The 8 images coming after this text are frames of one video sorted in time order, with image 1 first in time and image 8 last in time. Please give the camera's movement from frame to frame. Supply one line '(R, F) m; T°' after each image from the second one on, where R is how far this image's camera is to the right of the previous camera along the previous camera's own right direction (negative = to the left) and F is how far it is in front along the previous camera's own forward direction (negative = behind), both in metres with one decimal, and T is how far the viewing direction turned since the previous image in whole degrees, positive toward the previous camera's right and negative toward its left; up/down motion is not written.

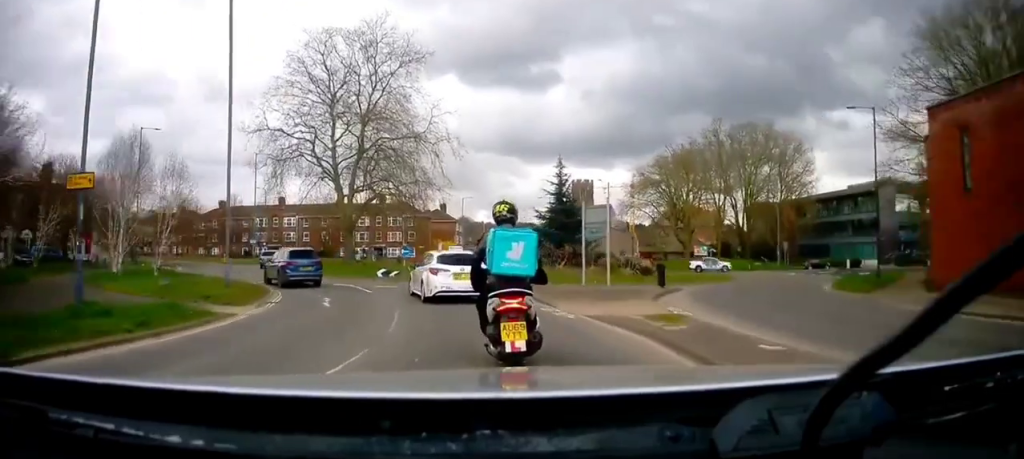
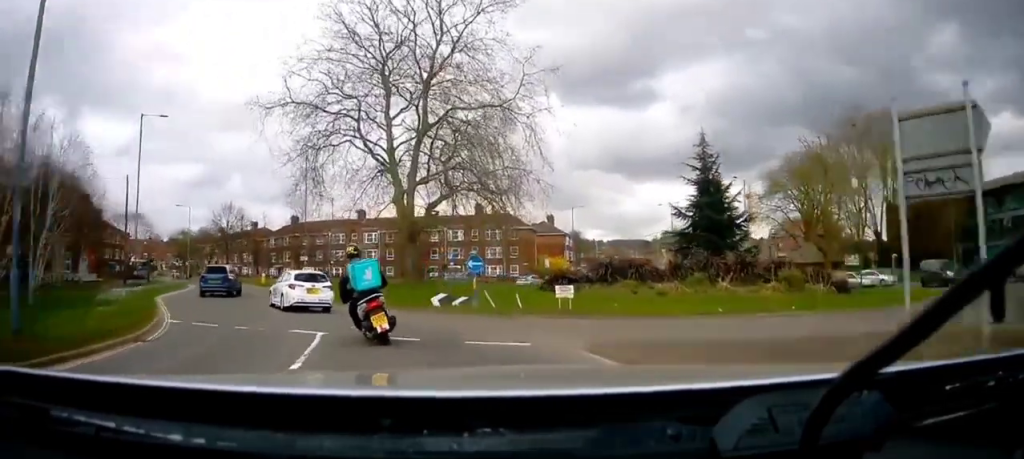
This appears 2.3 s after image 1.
(+5.4, +15.4) m; +1°
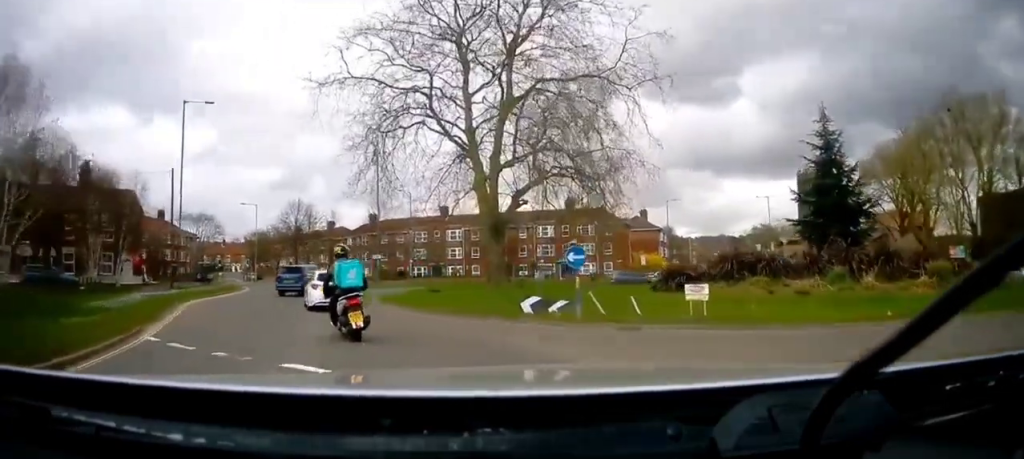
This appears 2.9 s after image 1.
(-1.2, +3.4) m; -26°
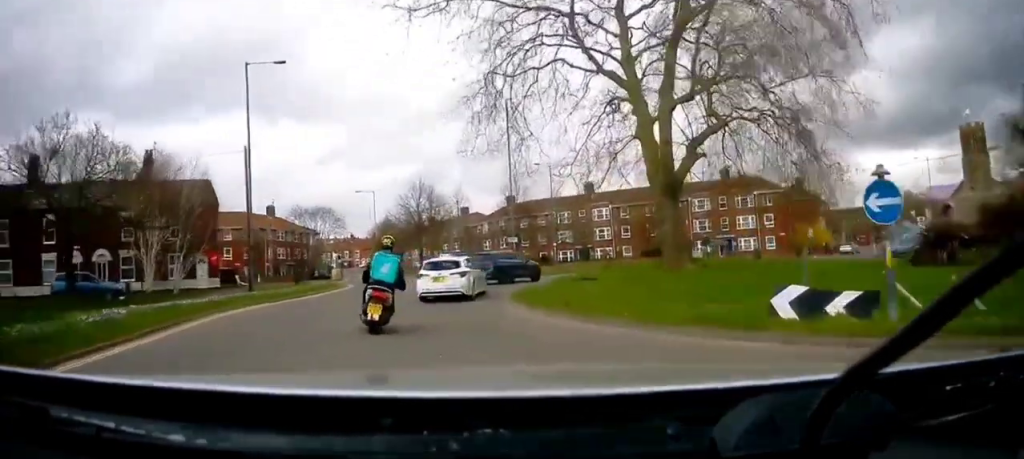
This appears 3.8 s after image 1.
(-4.5, +8.6) m; -28°
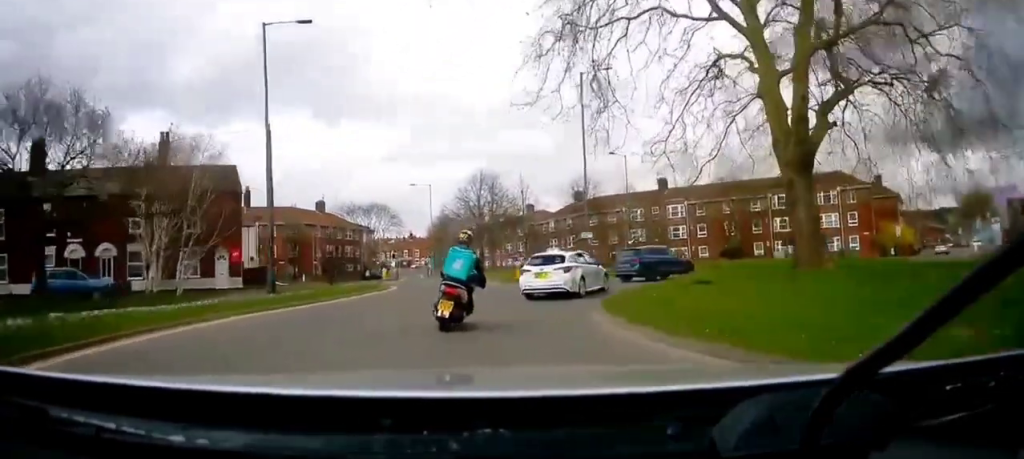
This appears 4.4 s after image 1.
(0.0, +7.0) m; 0°
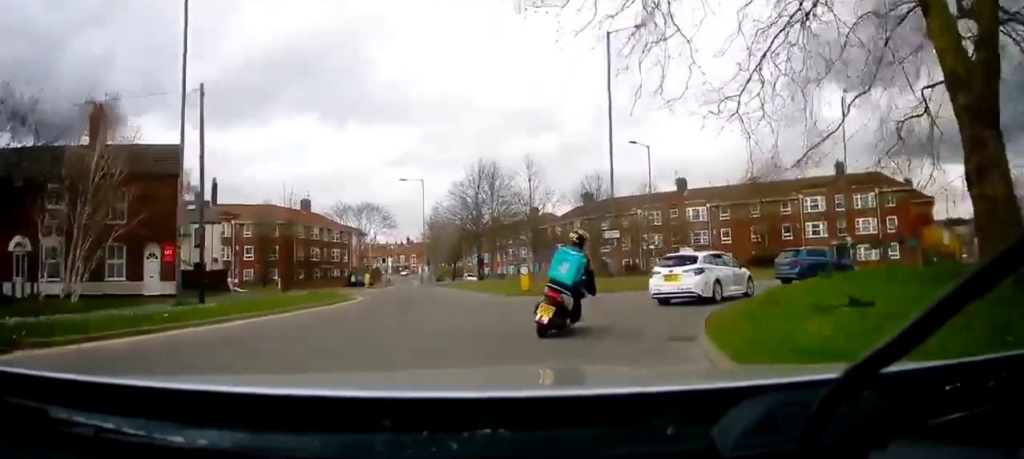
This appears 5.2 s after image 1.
(0.0, +9.2) m; +3°
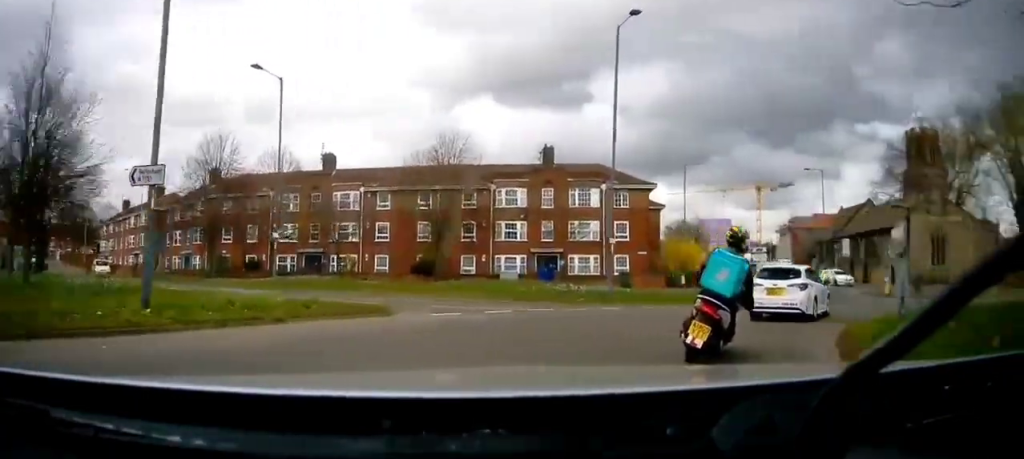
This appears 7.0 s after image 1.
(+2.2, +18.2) m; +22°
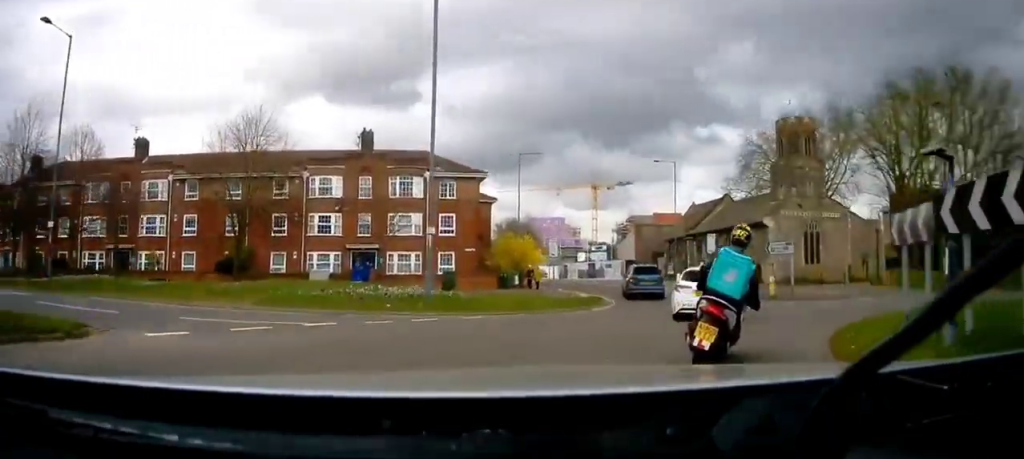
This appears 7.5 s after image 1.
(-0.1, +5.3) m; +13°
